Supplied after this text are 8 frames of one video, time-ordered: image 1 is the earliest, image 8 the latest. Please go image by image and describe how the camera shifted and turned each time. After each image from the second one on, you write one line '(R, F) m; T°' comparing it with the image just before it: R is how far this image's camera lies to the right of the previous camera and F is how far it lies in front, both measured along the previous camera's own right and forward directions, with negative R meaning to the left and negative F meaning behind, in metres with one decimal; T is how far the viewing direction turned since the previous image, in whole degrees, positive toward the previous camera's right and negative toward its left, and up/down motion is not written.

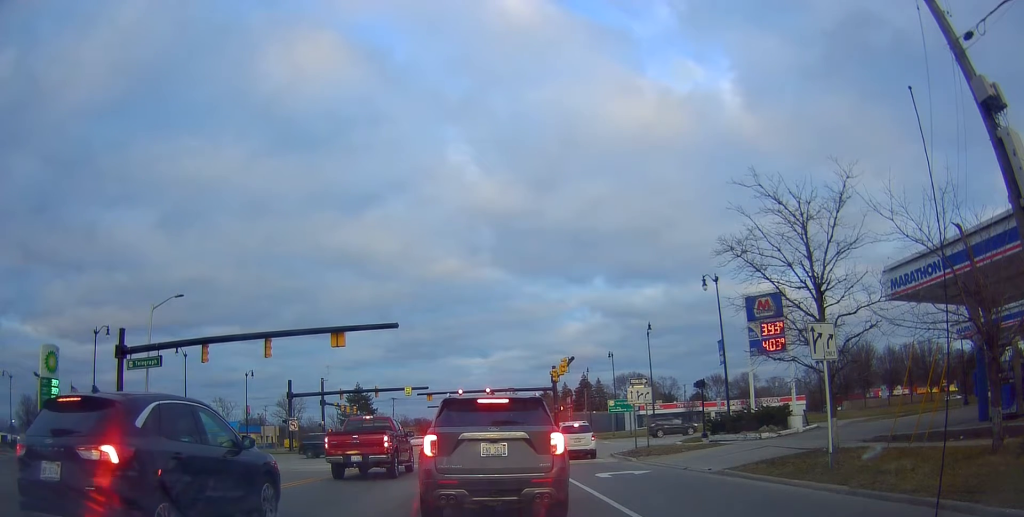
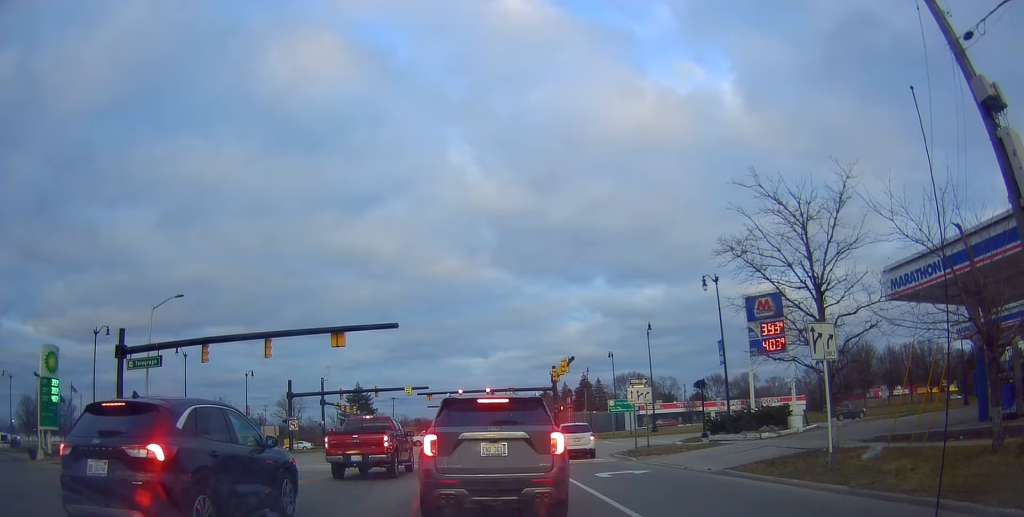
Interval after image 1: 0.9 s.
(0.0, 0.0) m; 0°
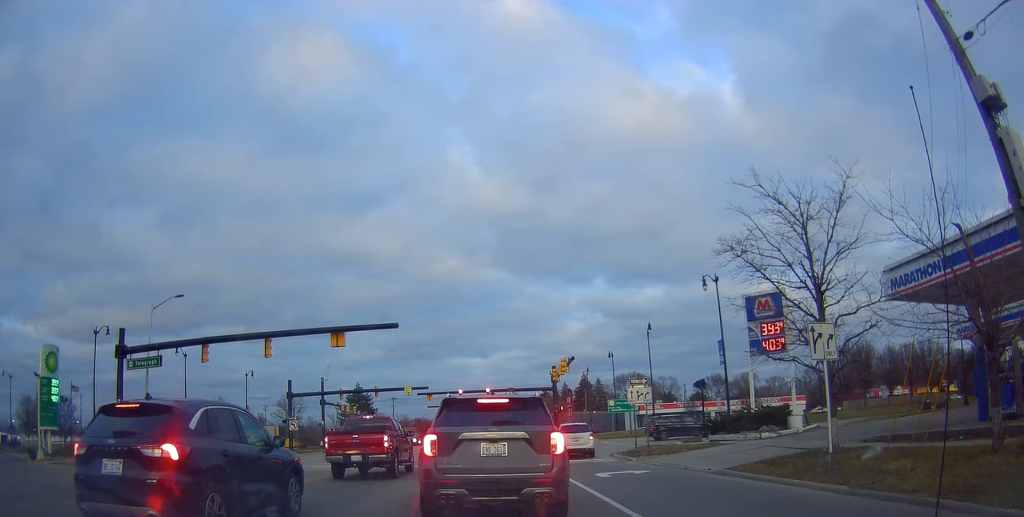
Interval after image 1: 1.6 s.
(0.0, 0.0) m; 0°
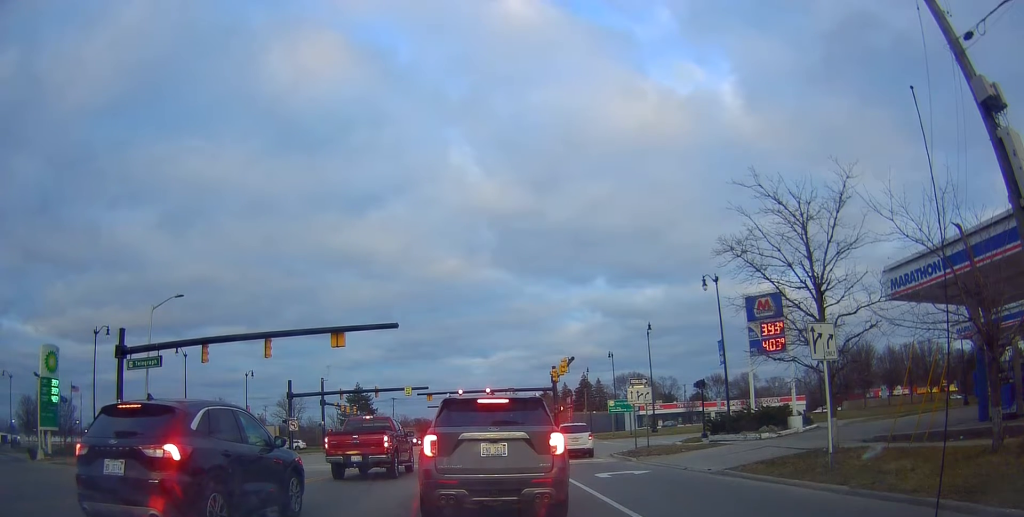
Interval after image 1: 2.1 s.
(0.0, 0.0) m; 0°
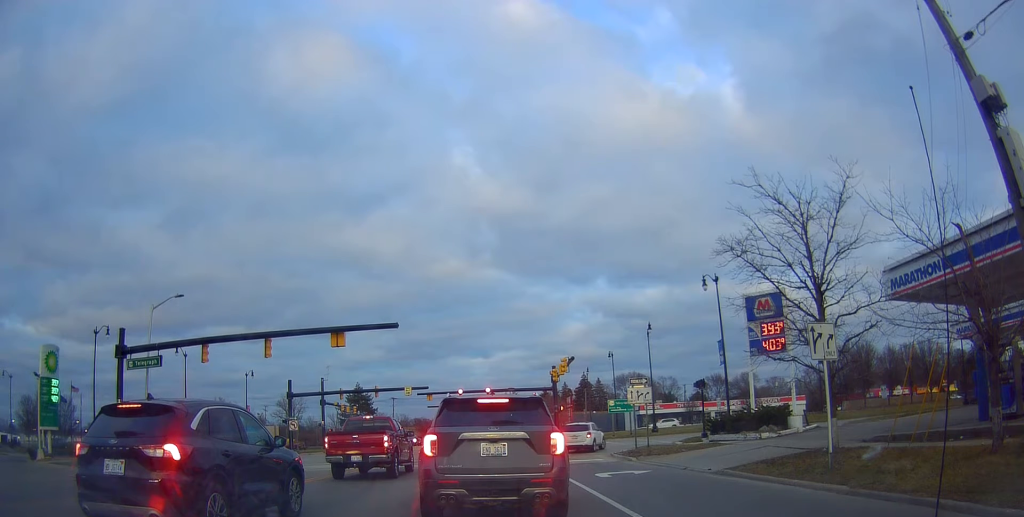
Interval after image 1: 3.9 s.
(0.0, 0.0) m; 0°
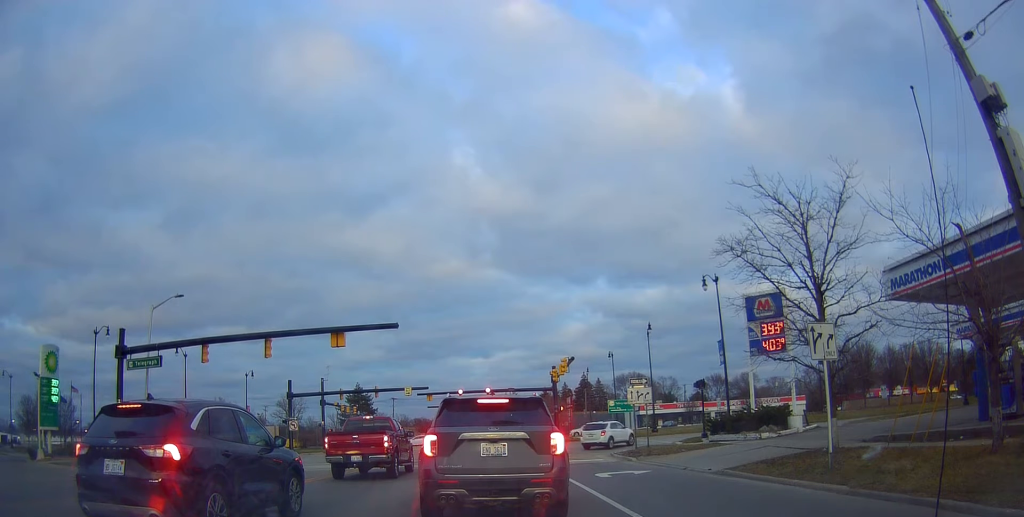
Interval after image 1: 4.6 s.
(0.0, 0.0) m; 0°
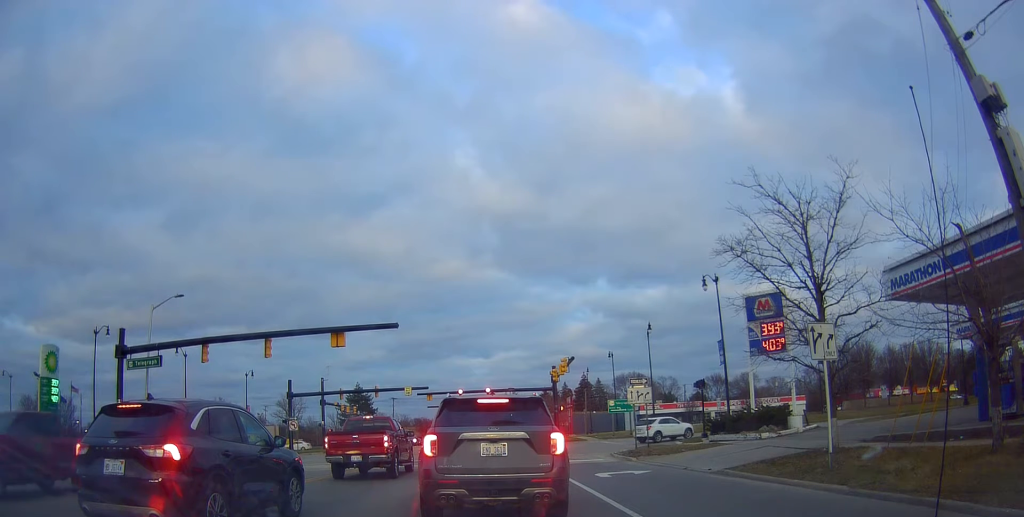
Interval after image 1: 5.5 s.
(0.0, 0.0) m; 0°
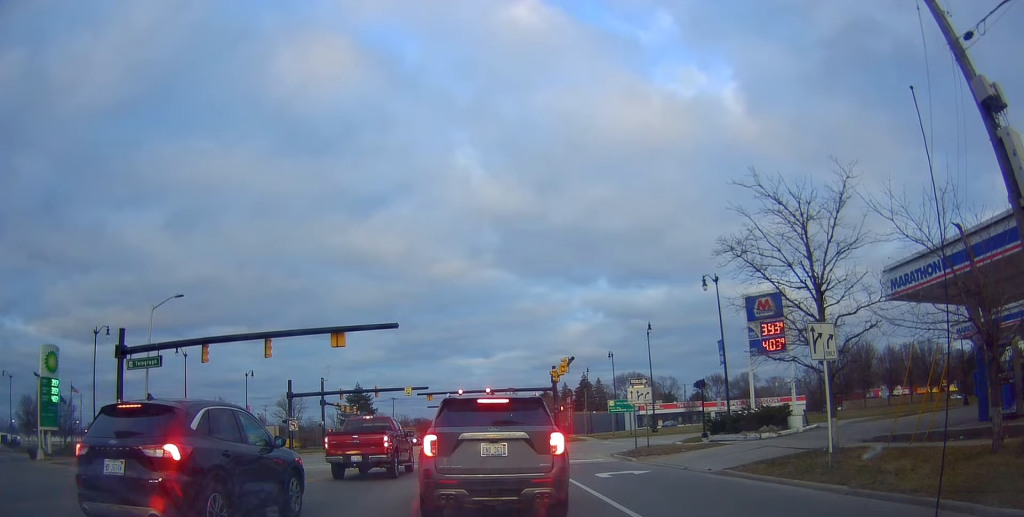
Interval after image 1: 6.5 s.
(0.0, 0.0) m; 0°
